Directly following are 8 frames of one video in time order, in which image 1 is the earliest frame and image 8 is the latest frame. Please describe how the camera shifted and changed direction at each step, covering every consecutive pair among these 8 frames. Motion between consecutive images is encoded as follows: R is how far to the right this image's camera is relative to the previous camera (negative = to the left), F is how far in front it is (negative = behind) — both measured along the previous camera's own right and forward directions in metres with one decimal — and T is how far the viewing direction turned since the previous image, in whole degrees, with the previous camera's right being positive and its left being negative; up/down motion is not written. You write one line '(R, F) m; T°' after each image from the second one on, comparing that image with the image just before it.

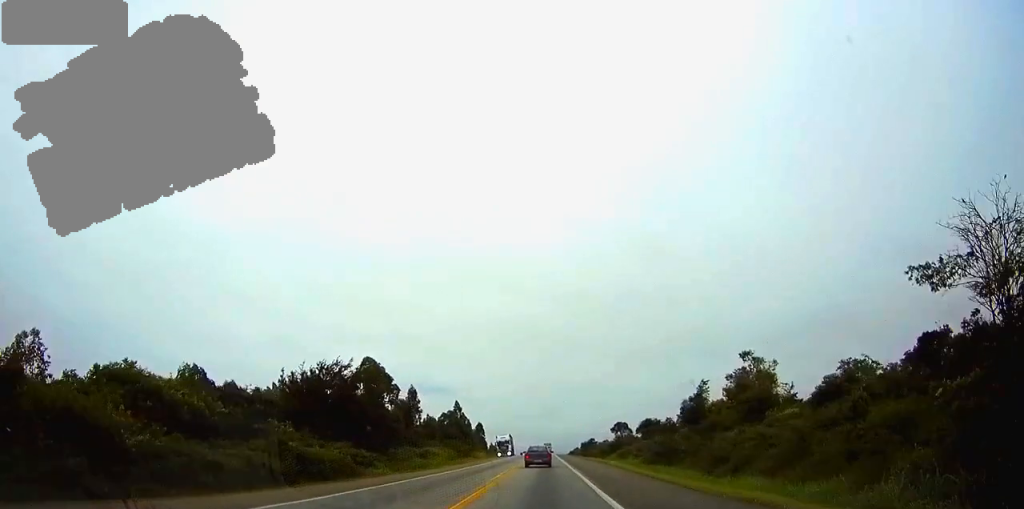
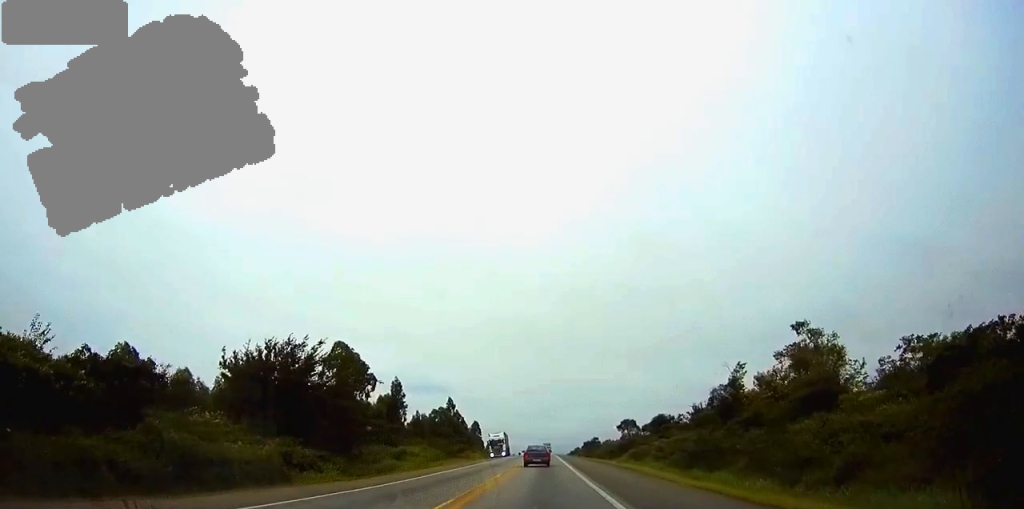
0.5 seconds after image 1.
(-0.1, +15.0) m; 0°
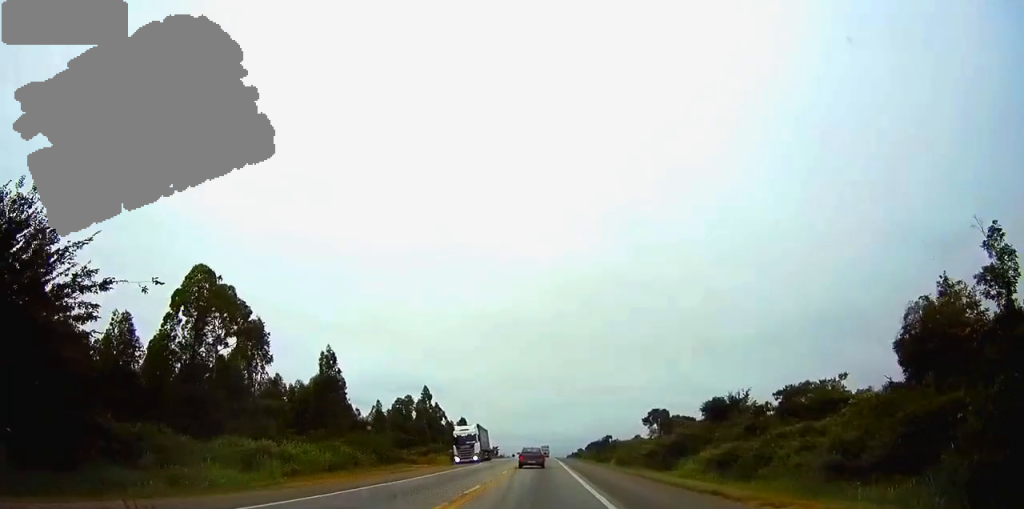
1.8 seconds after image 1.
(+0.1, +40.0) m; 0°
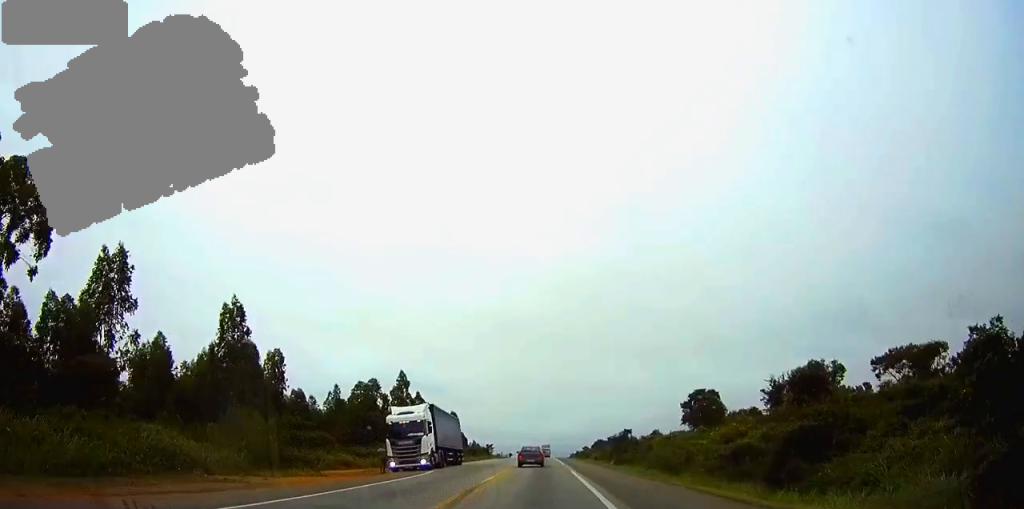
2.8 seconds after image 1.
(0.0, +29.1) m; 0°
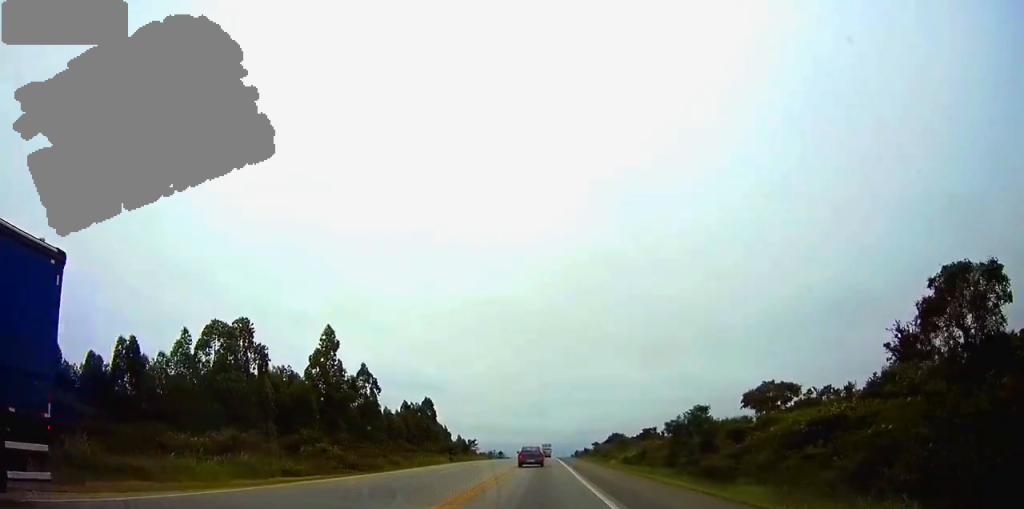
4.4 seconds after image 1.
(-0.1, +49.4) m; 0°
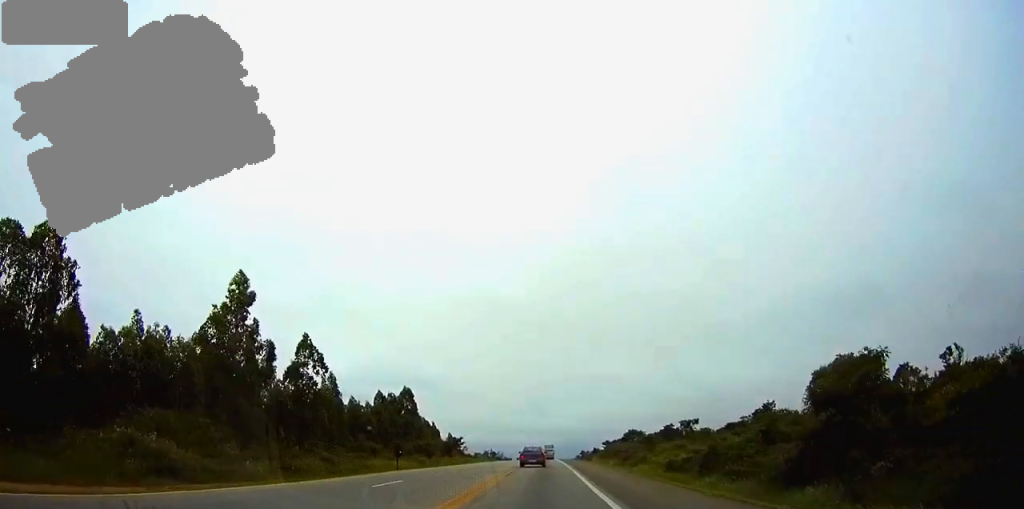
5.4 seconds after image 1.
(+0.1, +29.4) m; 0°
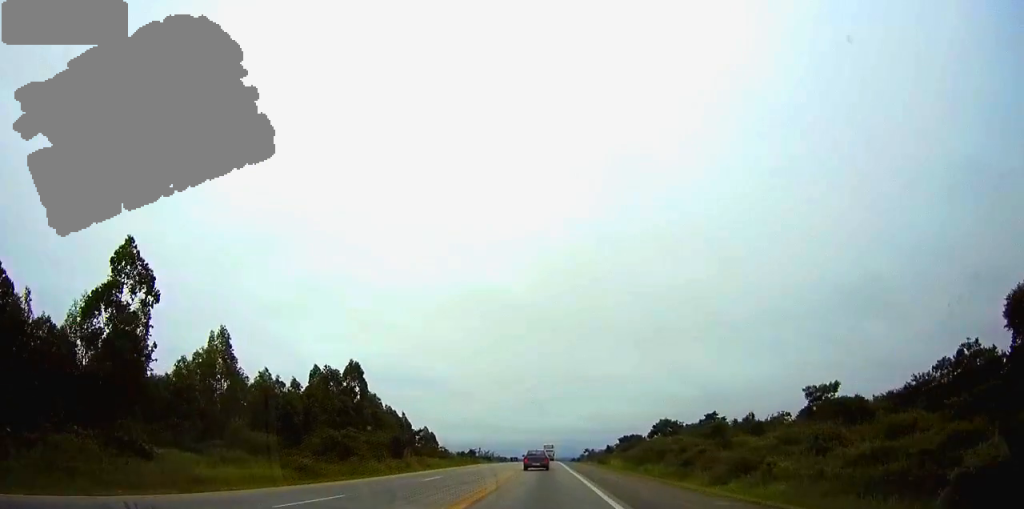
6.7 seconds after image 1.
(-0.1, +40.7) m; 0°
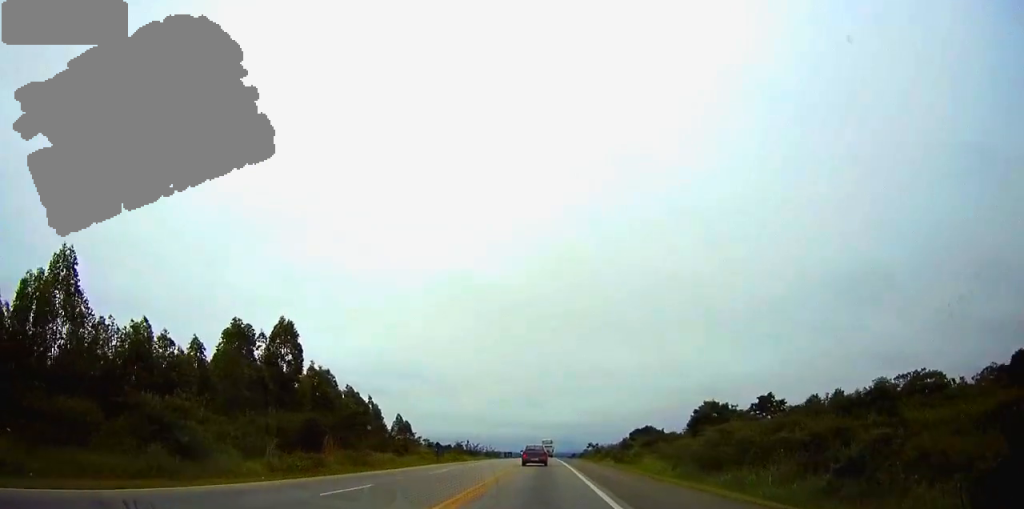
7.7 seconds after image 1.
(+0.1, +29.7) m; 0°
